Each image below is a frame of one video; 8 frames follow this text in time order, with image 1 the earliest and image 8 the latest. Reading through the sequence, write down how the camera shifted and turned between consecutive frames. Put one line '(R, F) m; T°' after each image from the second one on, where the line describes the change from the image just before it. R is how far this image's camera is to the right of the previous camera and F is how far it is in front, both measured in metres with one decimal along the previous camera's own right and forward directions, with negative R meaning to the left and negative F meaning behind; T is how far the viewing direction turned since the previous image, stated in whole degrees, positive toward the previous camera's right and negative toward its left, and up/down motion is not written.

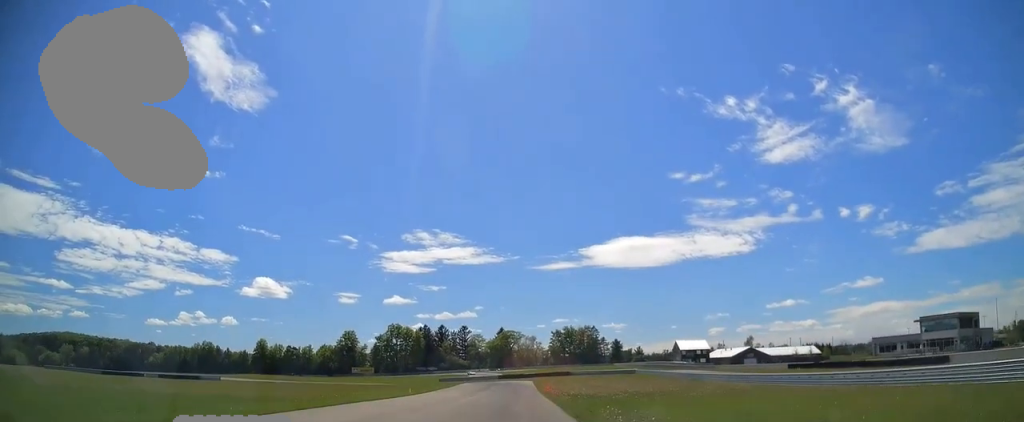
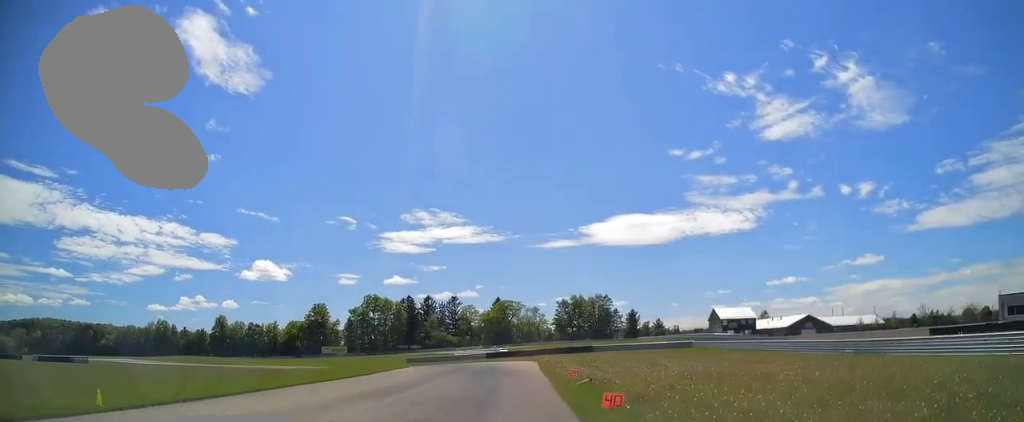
(0.0, +37.1) m; -2°
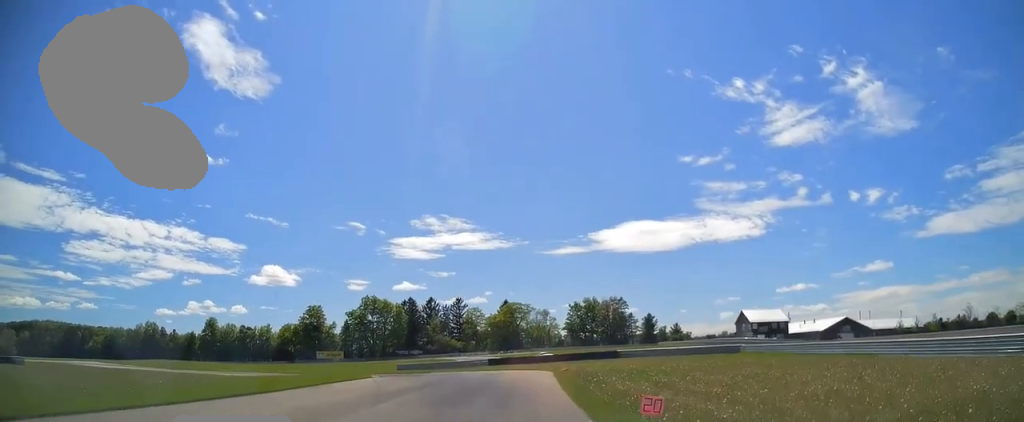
(+0.5, +16.1) m; -3°
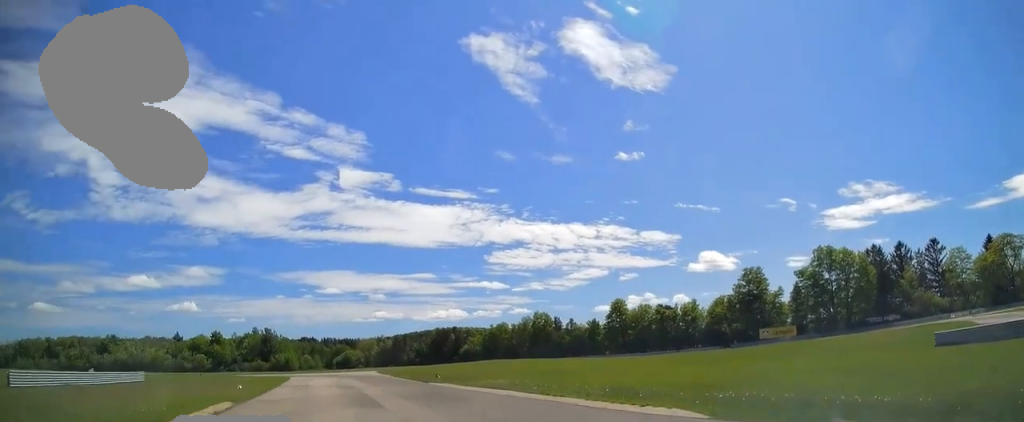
(-18.4, +58.1) m; -38°
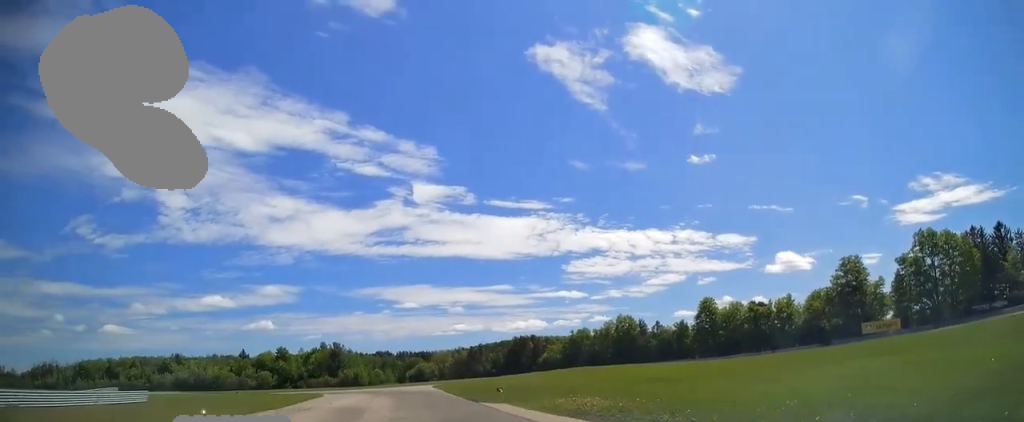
(-0.9, +14.3) m; -9°
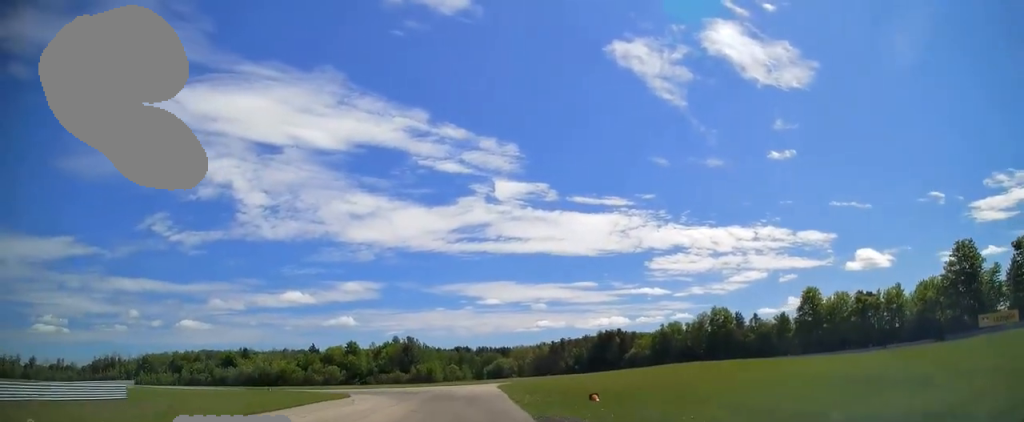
(-1.6, +15.3) m; -9°
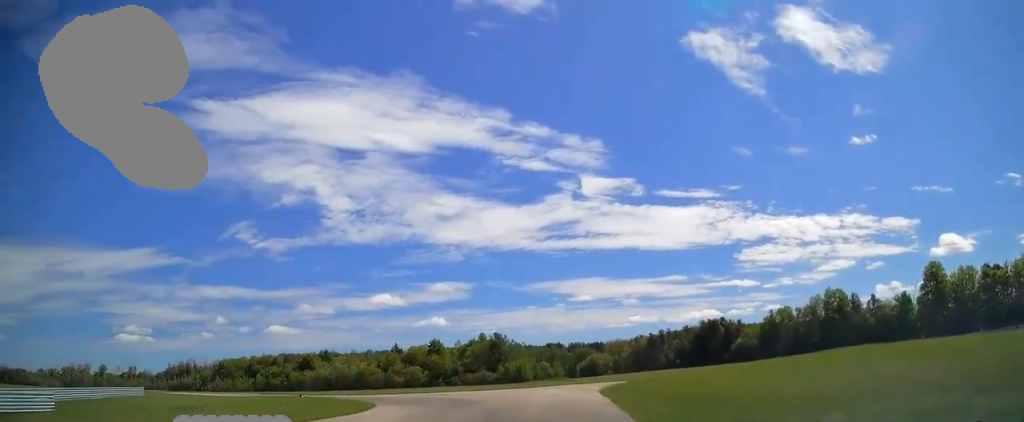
(-0.6, +16.6) m; -9°
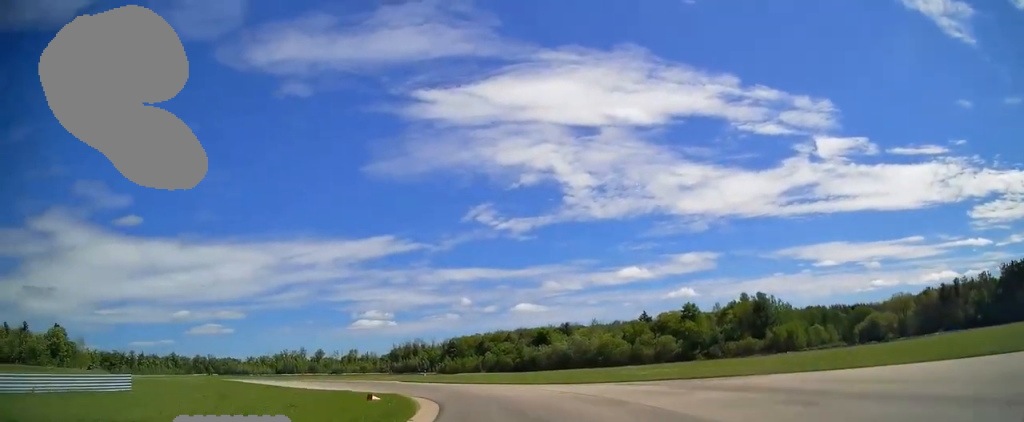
(-7.7, +37.8) m; -22°
